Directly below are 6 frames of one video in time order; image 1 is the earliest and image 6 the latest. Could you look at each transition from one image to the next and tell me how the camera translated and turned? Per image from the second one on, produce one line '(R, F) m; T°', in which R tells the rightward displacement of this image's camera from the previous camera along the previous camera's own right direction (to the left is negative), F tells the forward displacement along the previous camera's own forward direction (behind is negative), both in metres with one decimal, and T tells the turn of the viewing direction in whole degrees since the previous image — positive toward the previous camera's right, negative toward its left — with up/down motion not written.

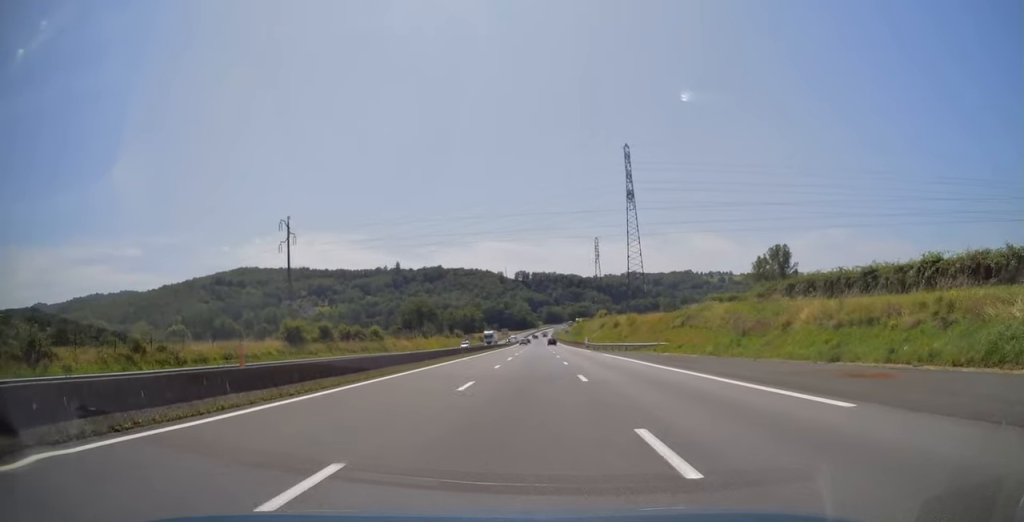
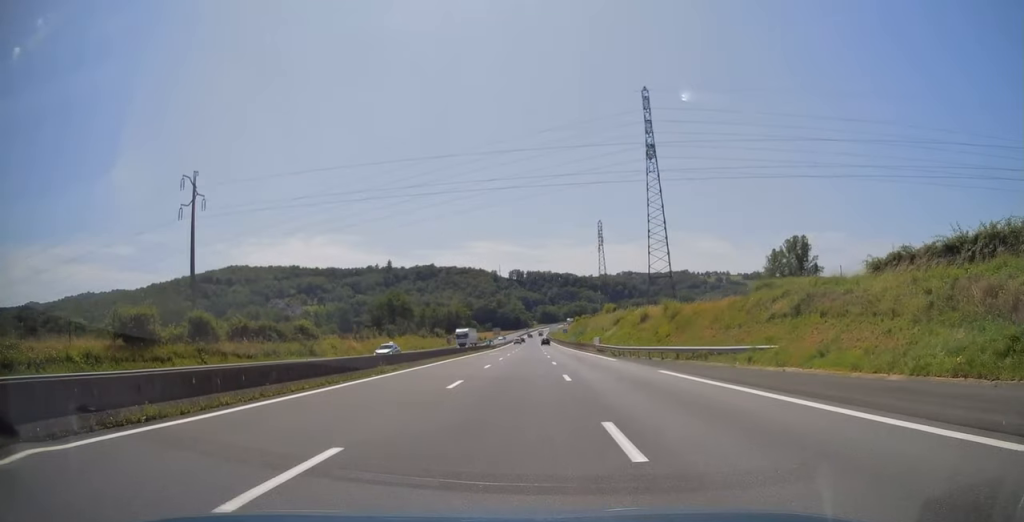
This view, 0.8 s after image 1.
(+0.1, +24.9) m; 0°
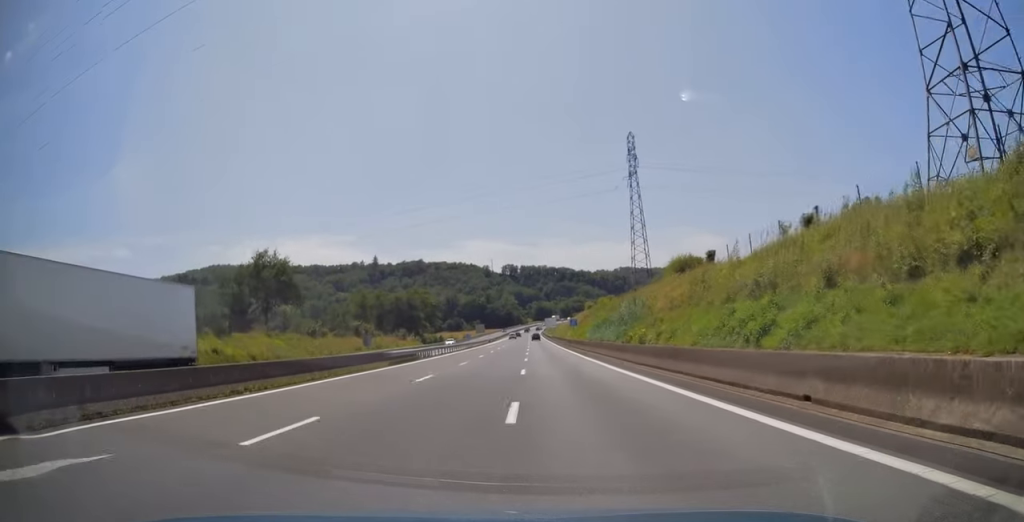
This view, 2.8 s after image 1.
(+0.4, +61.5) m; +1°
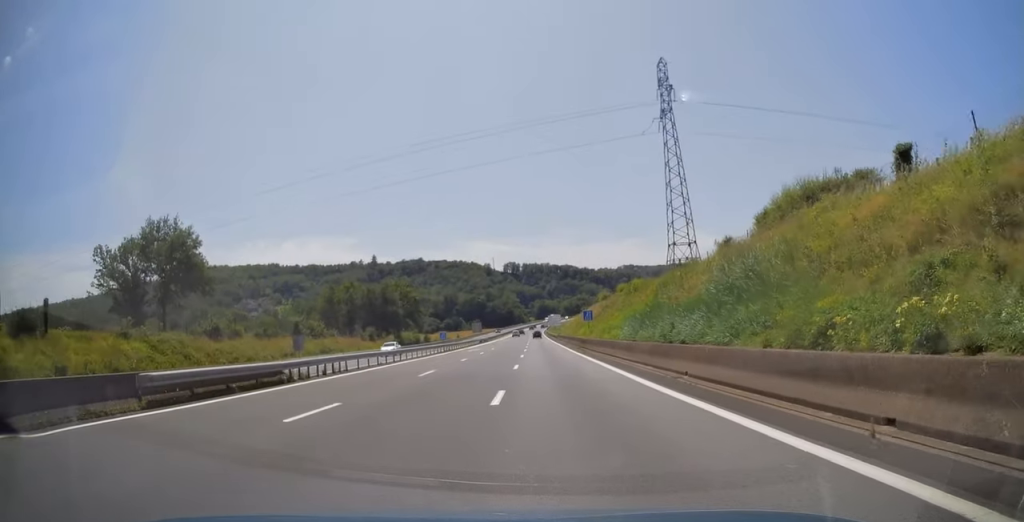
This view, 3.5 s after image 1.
(+0.1, +23.3) m; 0°
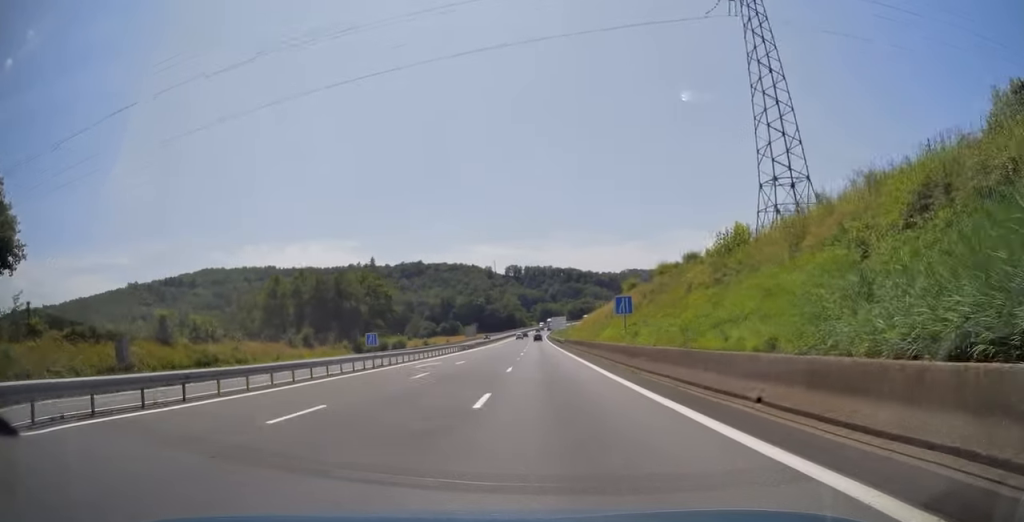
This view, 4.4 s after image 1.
(0.0, +25.9) m; 0°
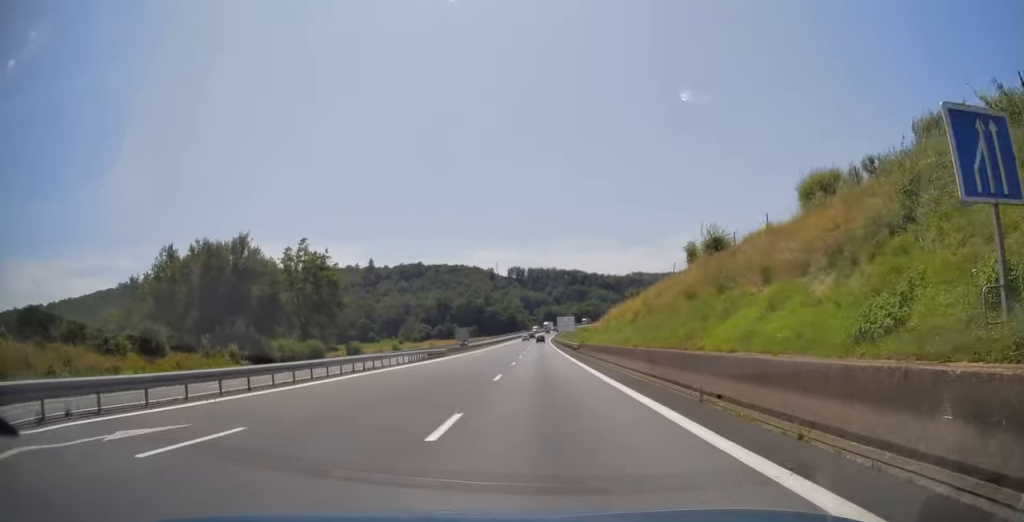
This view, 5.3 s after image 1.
(-0.2, +29.5) m; 0°
